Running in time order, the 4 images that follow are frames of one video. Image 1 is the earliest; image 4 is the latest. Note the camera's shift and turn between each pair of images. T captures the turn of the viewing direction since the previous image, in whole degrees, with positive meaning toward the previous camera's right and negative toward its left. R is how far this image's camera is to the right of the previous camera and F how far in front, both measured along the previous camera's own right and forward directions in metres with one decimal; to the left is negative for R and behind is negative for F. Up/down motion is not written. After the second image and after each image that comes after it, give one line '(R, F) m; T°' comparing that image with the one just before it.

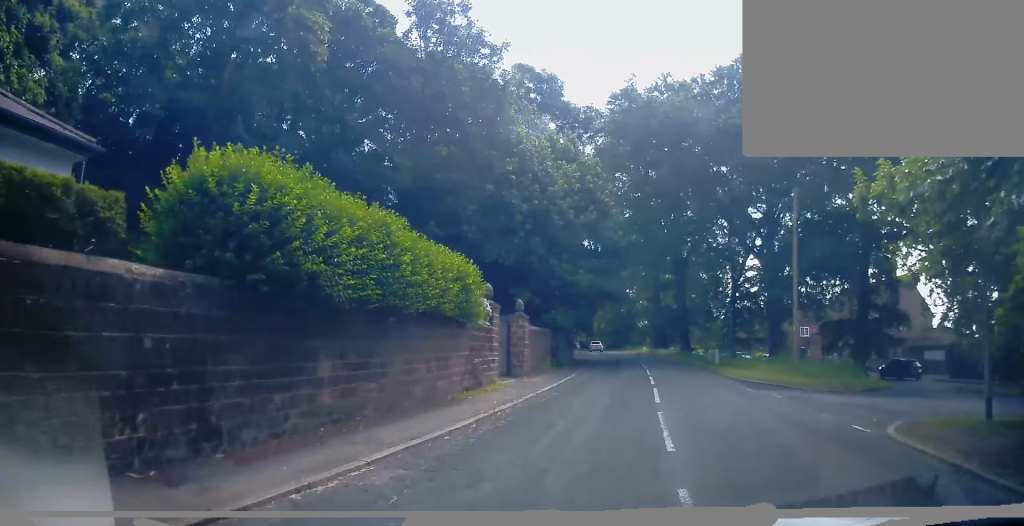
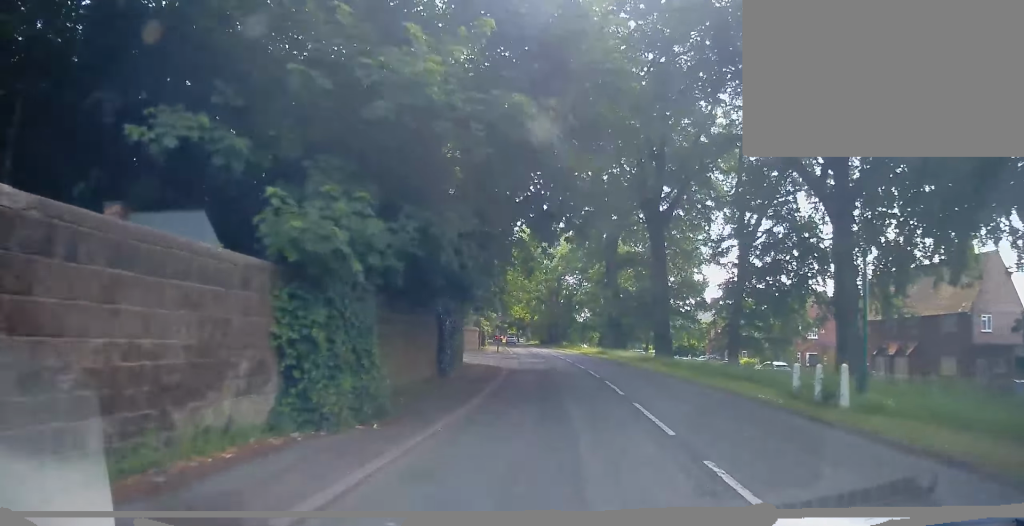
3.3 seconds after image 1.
(+1.4, +20.0) m; +6°
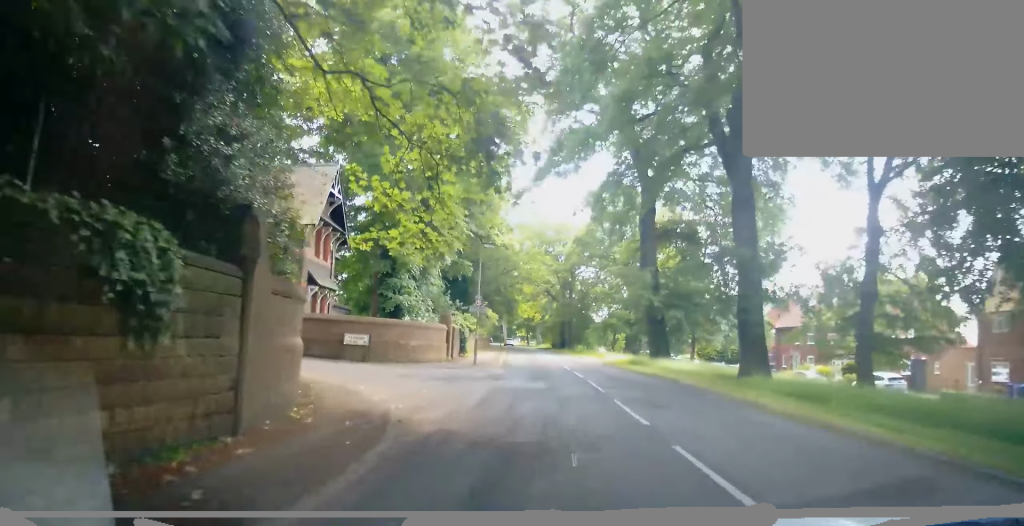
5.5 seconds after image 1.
(-0.3, +15.9) m; -3°
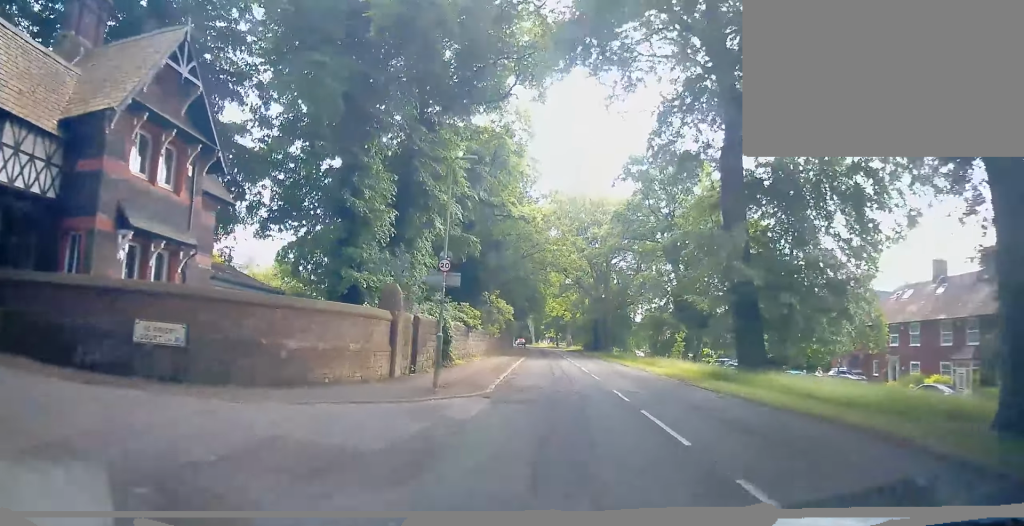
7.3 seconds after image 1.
(-1.0, +12.8) m; -7°
